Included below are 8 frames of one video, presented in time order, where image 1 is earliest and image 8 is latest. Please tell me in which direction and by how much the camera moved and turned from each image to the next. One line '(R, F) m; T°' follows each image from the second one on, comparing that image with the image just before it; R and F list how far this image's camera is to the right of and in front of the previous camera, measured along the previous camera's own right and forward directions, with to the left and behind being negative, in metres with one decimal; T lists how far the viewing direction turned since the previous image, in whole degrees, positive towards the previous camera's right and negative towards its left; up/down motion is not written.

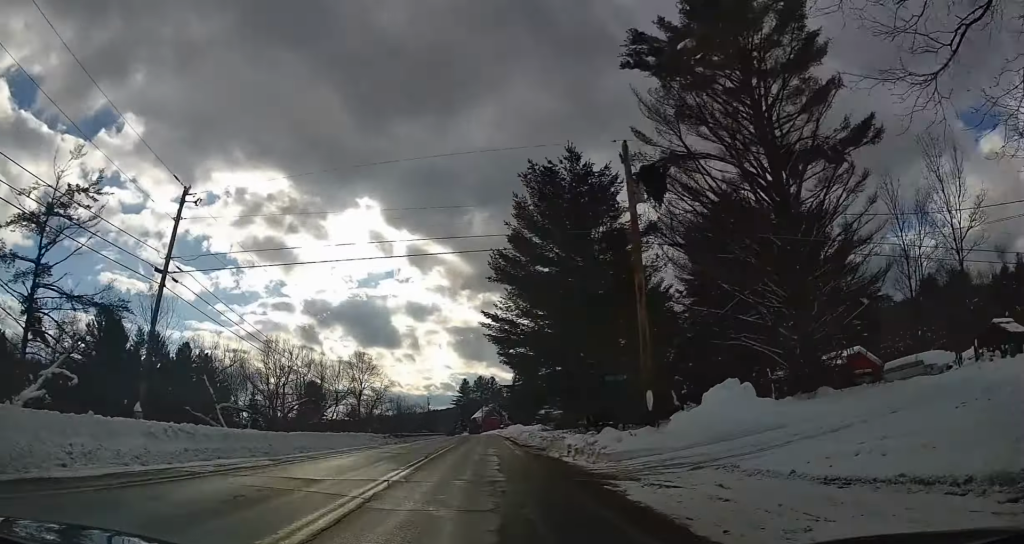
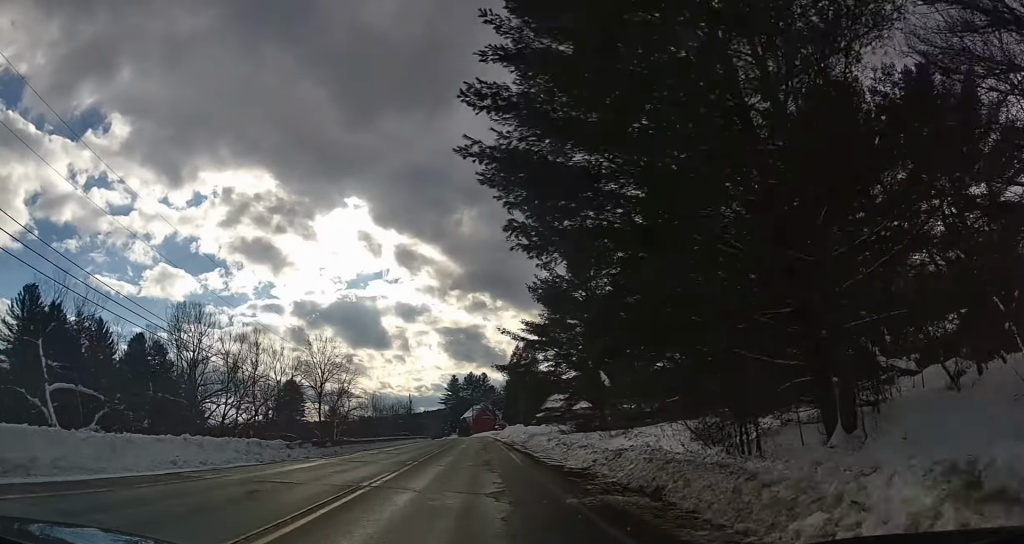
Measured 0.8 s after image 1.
(+0.5, +19.9) m; +2°
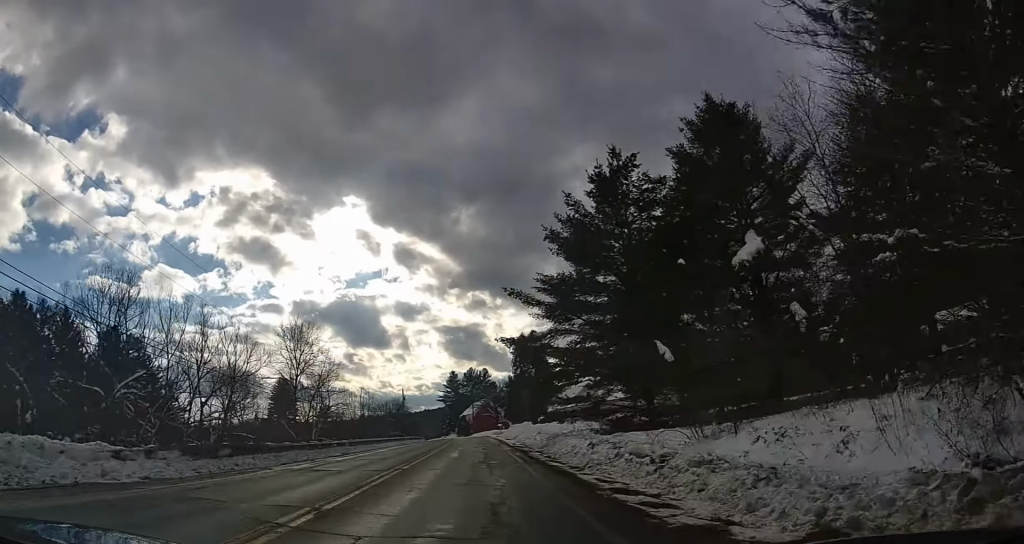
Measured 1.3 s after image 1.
(+0.2, +11.6) m; +1°
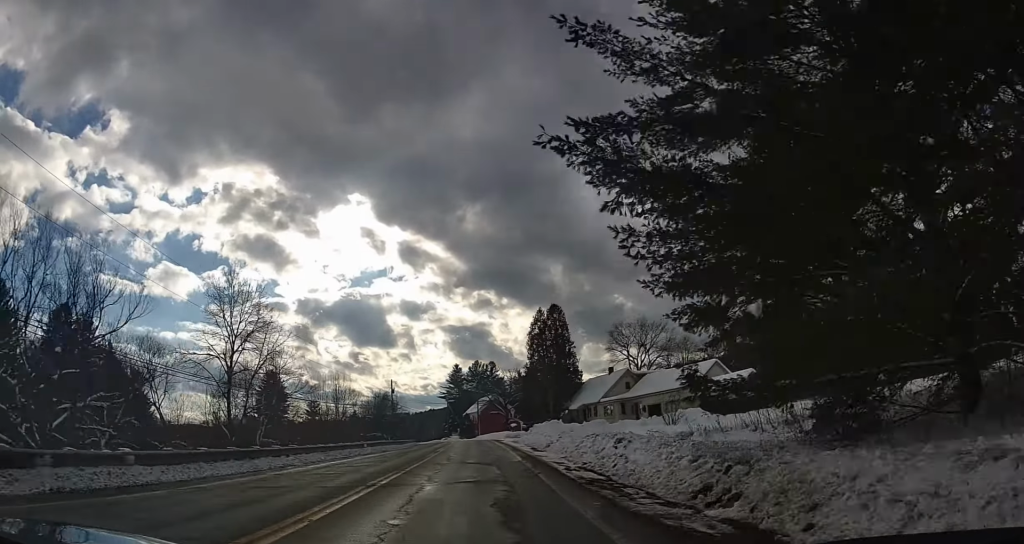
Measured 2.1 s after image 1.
(+0.3, +20.8) m; +1°
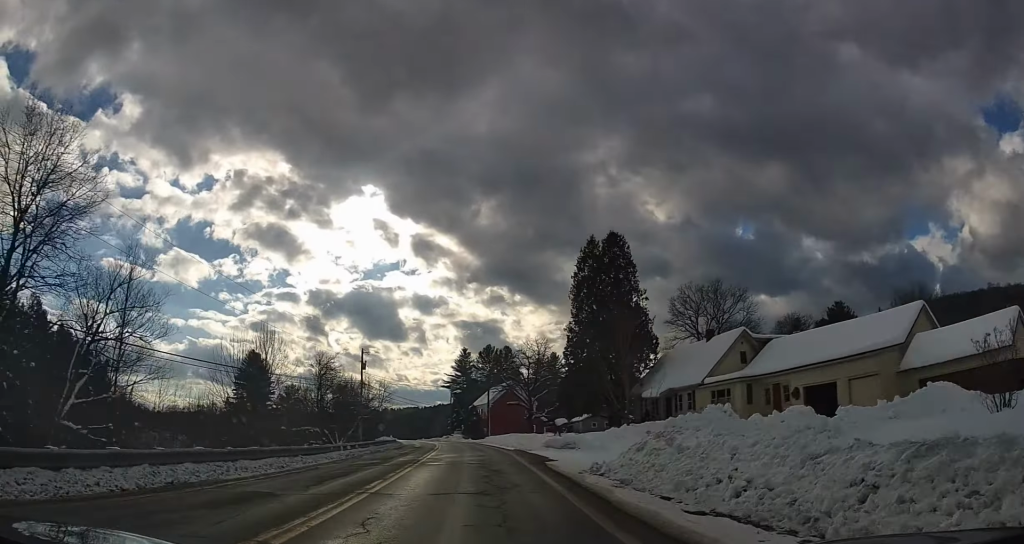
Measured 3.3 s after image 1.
(+0.1, +30.0) m; 0°
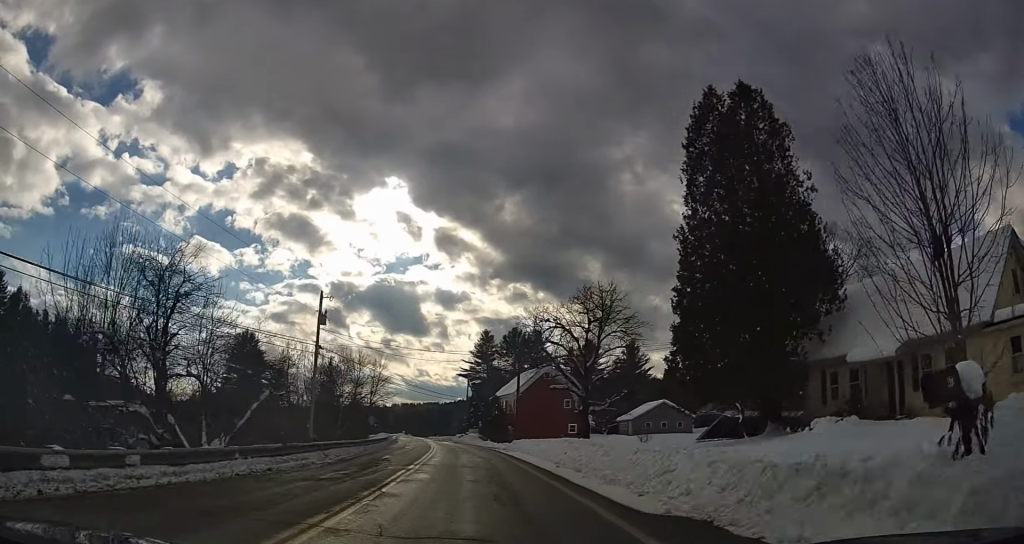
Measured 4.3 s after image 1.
(-0.1, +24.0) m; 0°
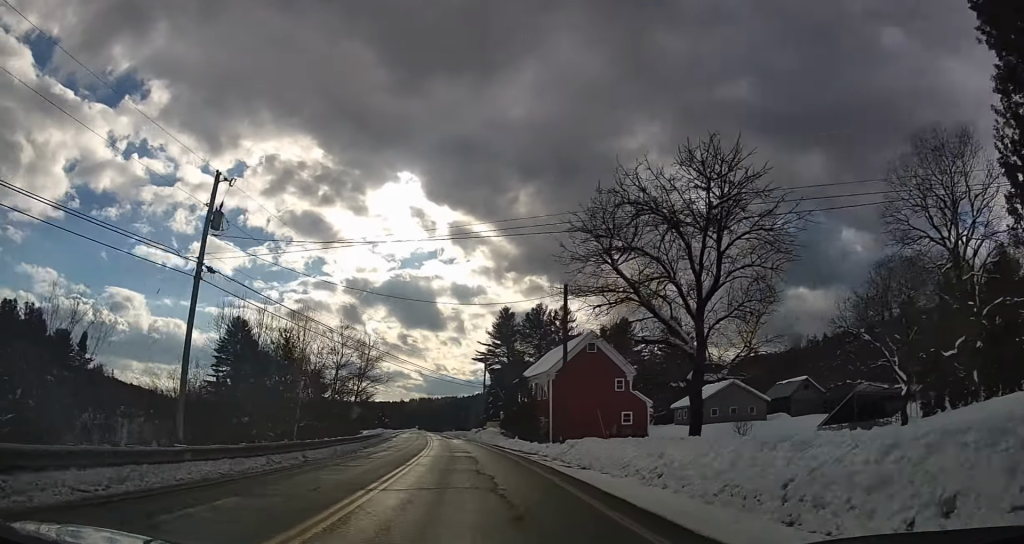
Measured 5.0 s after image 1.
(+0.1, +18.8) m; -2°
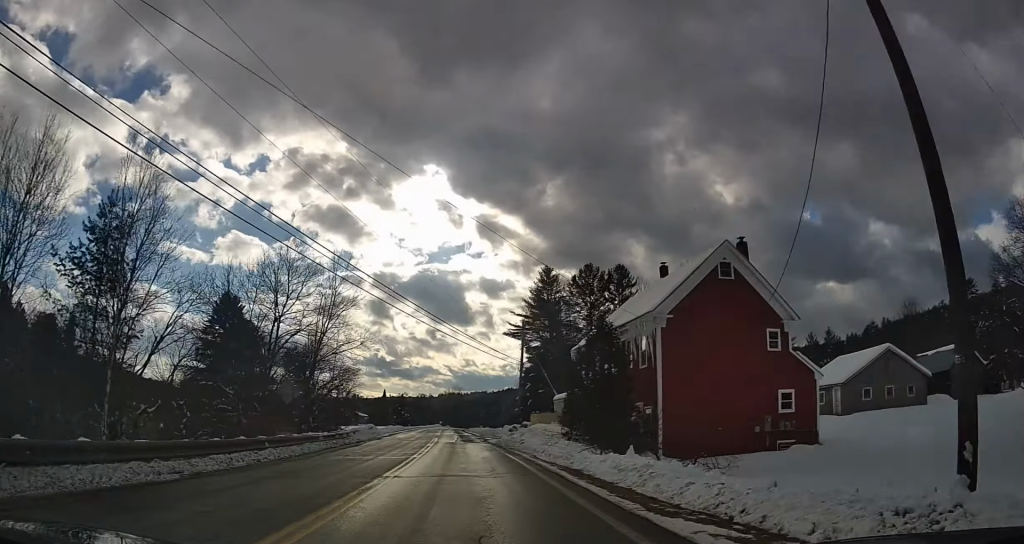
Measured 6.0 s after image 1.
(-0.7, +24.4) m; -3°
